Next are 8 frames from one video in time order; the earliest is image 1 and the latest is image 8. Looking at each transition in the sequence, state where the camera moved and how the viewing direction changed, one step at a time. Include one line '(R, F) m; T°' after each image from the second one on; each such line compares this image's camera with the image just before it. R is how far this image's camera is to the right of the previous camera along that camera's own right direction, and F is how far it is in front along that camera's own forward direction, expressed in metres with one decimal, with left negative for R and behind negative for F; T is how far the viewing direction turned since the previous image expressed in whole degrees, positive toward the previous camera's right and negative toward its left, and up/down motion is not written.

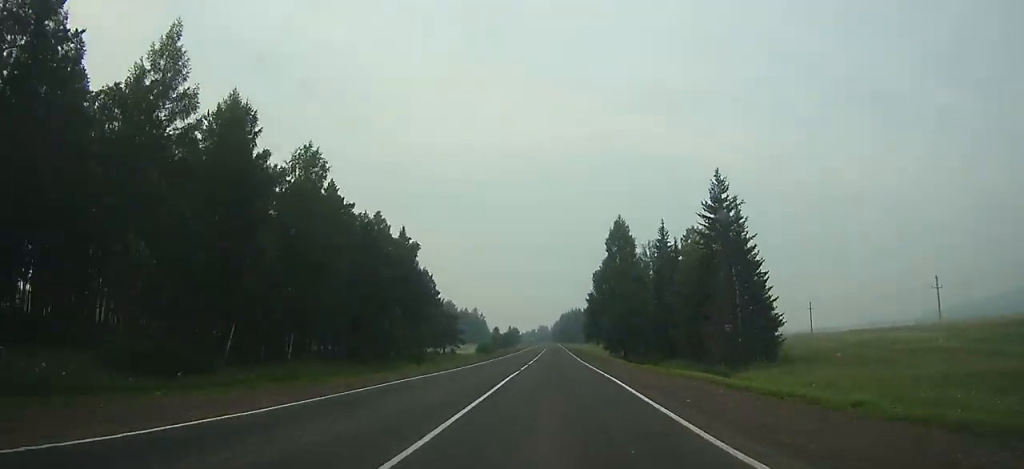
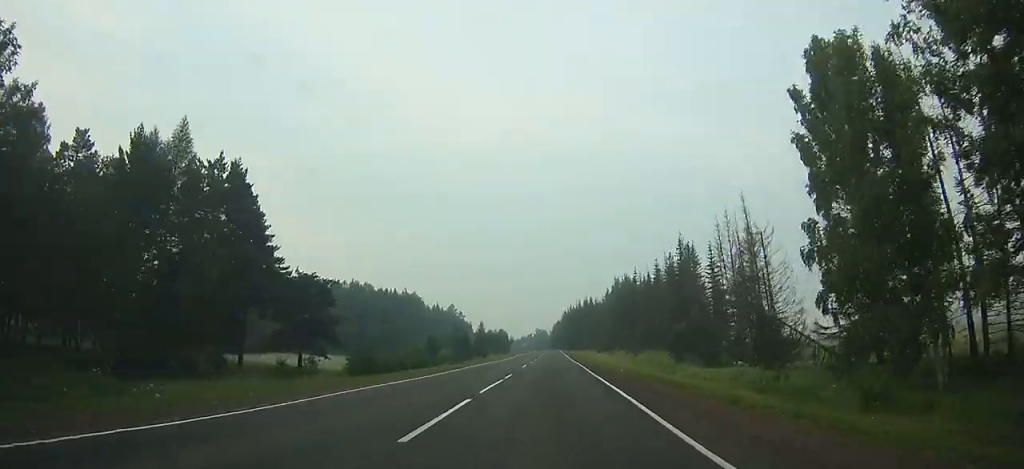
(+0.2, +90.9) m; 0°
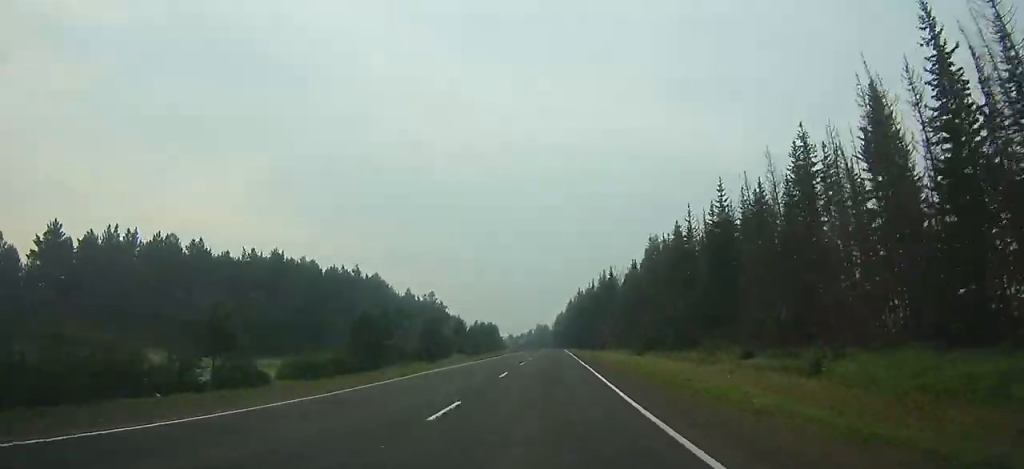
(-0.1, +60.7) m; 0°
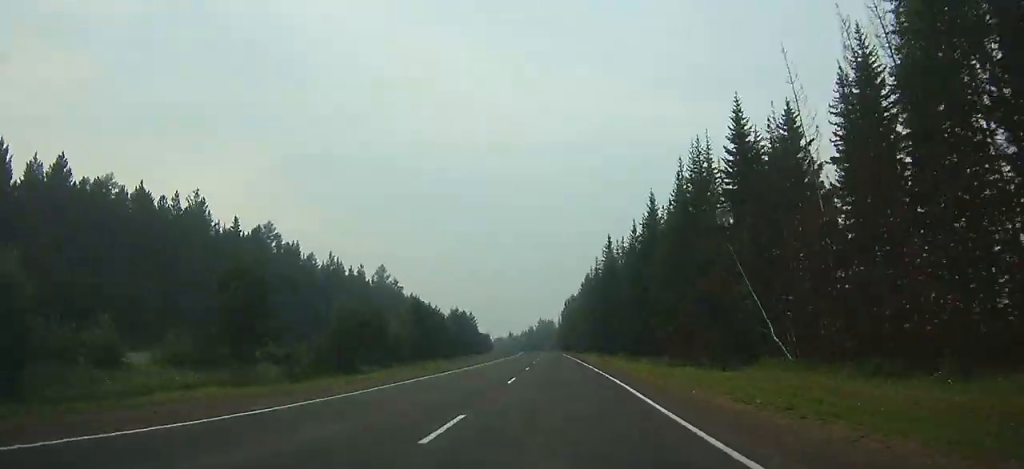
(-0.5, +89.0) m; -1°
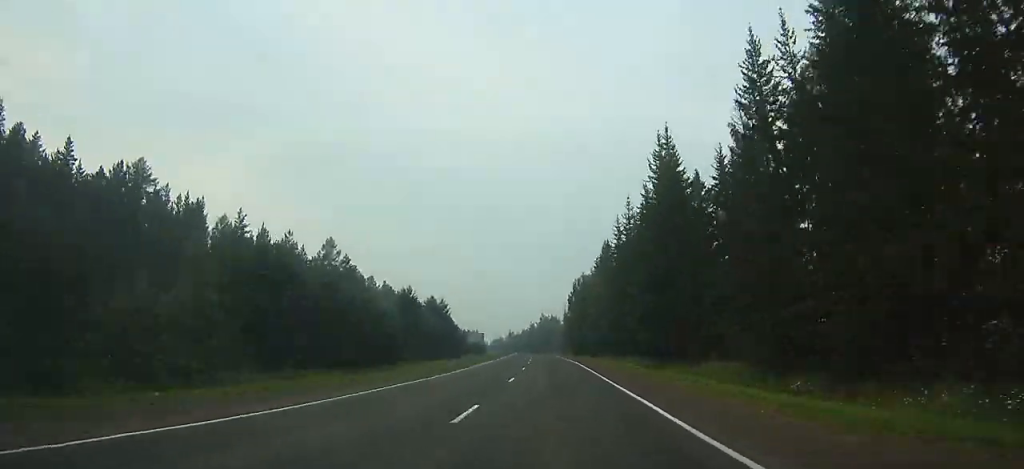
(-0.1, +45.5) m; -1°
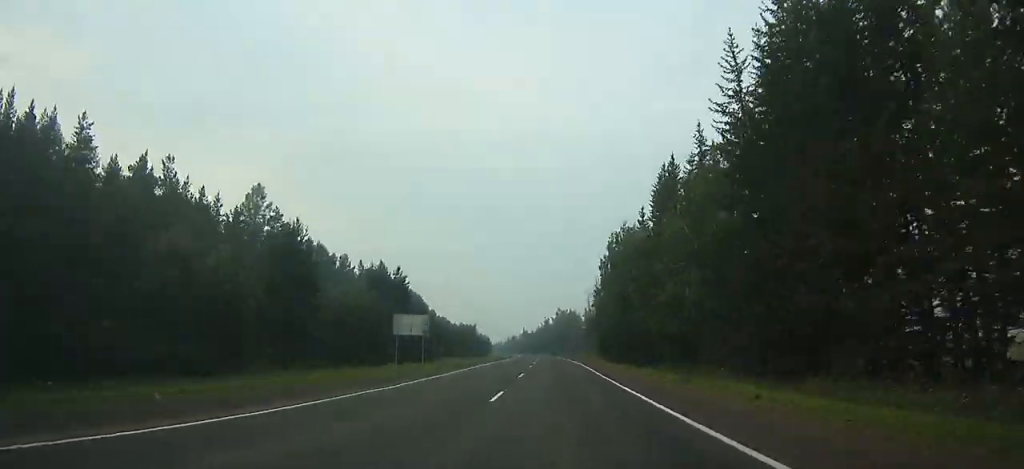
(-0.5, +44.8) m; -1°
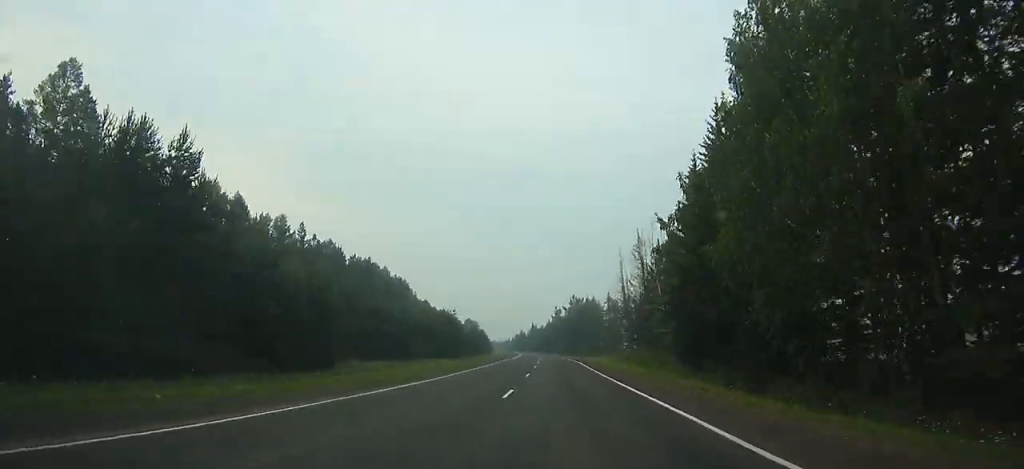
(-0.5, +46.7) m; -1°
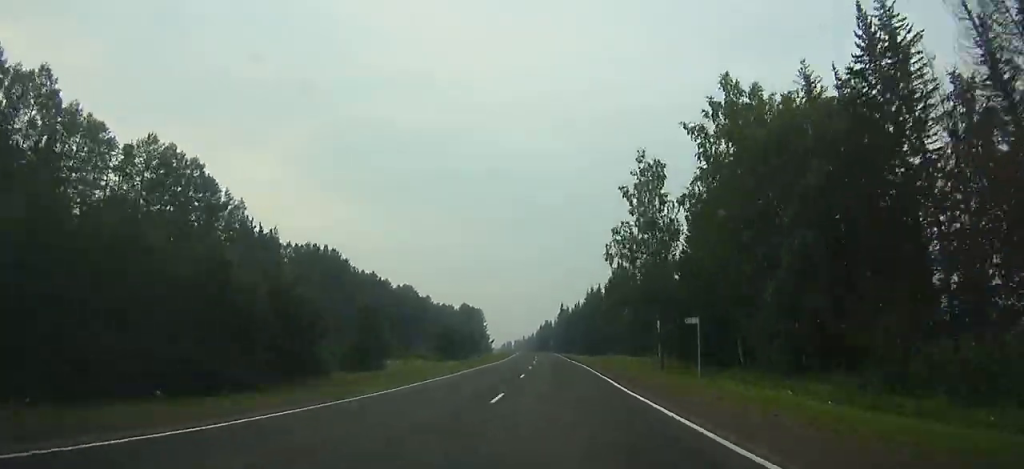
(-5.0, +152.6) m; -4°
